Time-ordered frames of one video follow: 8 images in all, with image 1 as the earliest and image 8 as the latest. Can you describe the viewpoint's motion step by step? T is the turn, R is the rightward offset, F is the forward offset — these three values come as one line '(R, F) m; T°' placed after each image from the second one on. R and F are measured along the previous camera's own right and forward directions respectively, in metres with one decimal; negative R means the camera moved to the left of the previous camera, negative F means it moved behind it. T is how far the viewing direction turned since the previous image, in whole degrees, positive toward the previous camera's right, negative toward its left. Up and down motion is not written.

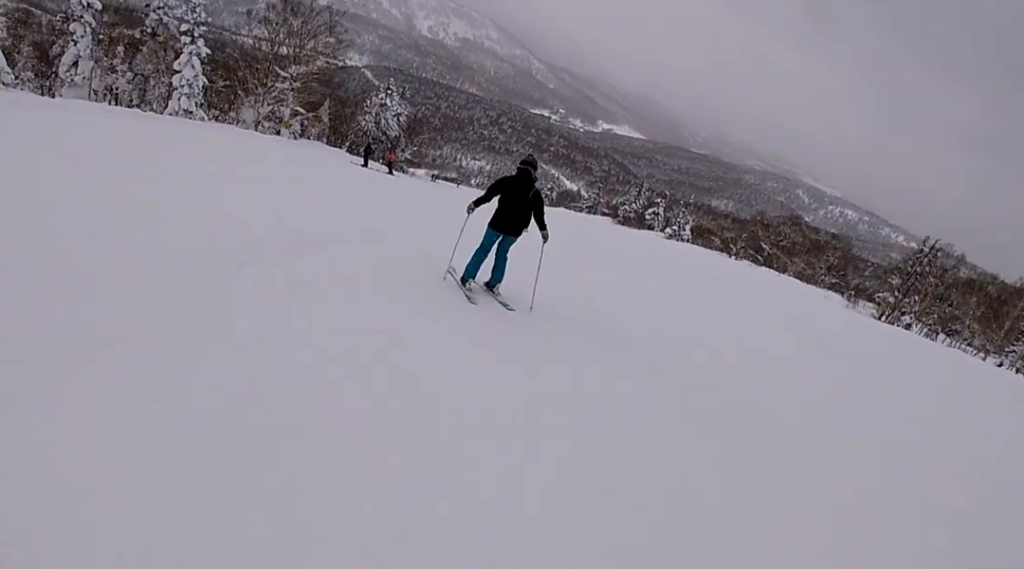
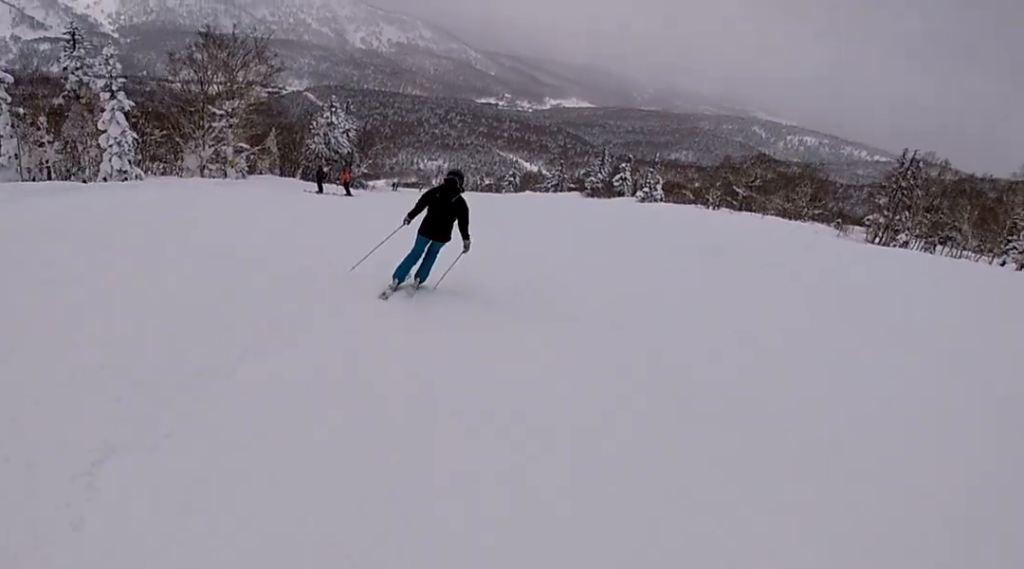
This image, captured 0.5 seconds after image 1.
(-0.2, +2.7) m; -5°
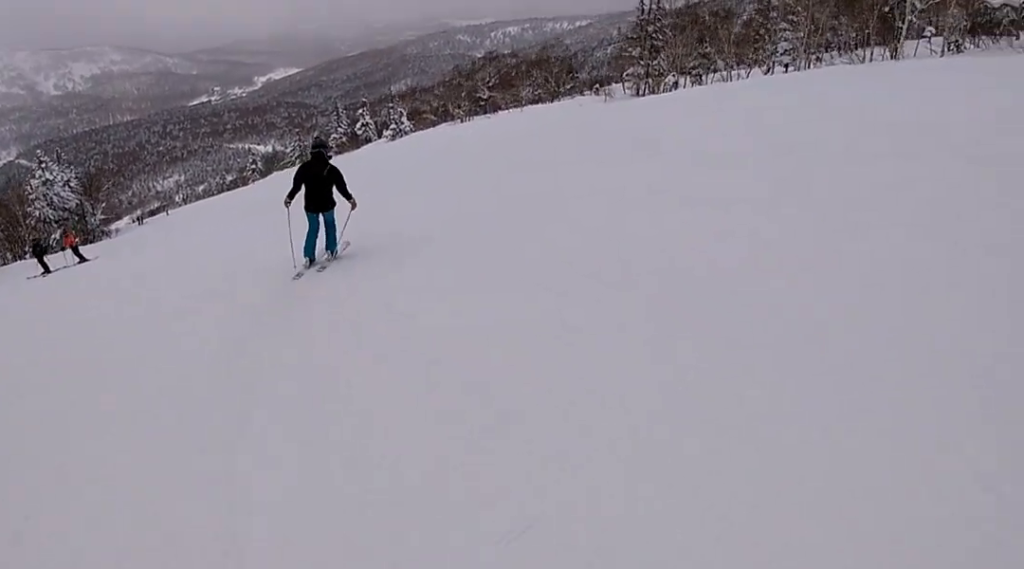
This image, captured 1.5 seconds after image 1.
(+0.1, +6.7) m; +10°
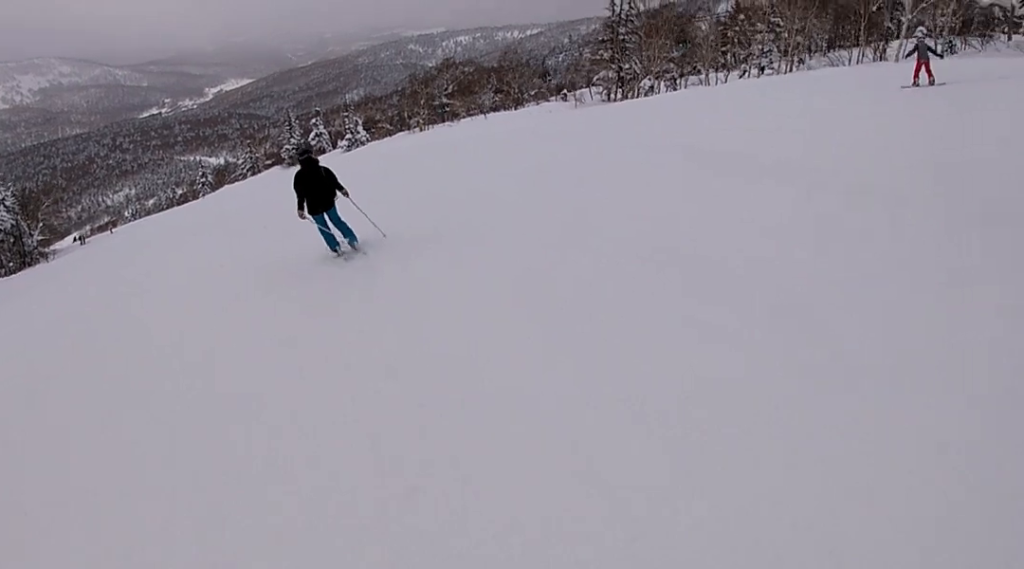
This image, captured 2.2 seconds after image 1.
(+1.0, +4.8) m; -1°
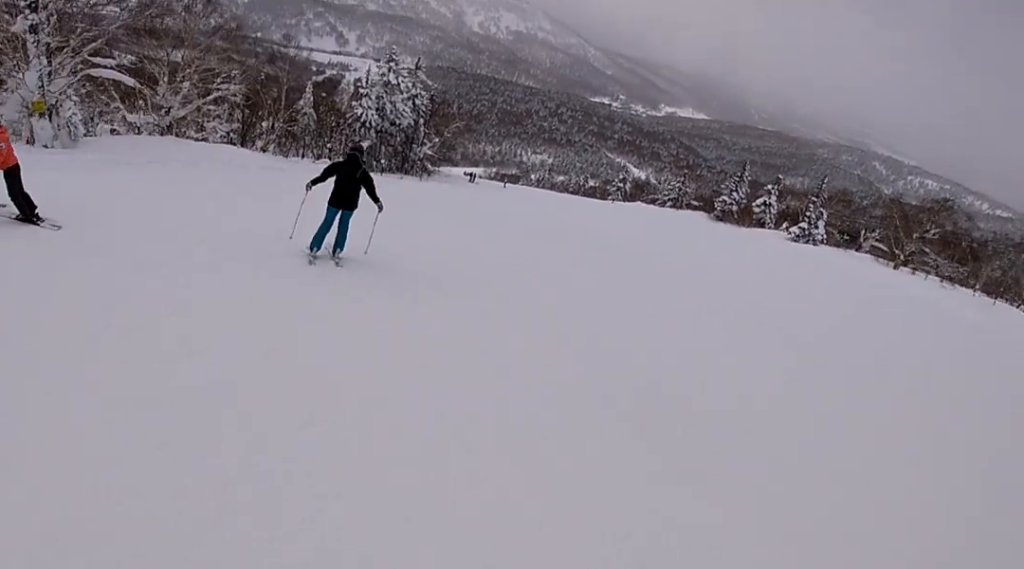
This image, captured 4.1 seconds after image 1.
(-2.7, +15.1) m; -12°
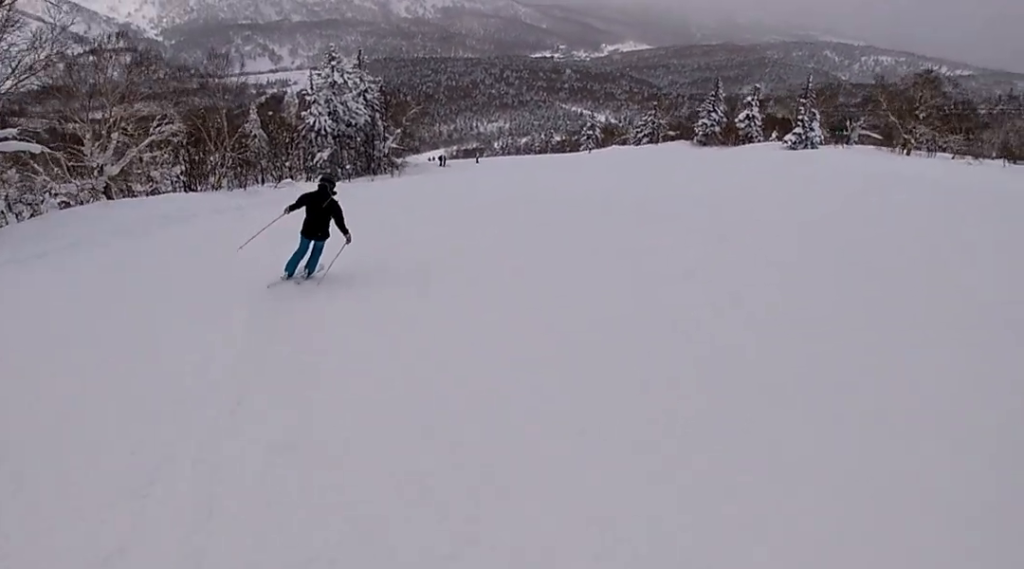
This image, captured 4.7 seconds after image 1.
(0.0, +5.1) m; 0°
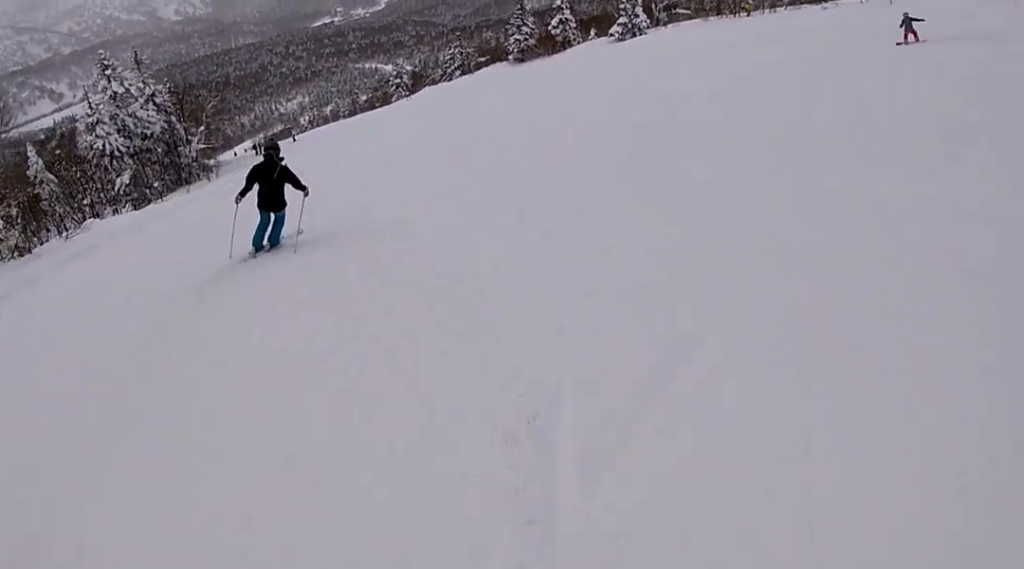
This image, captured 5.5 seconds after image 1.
(0.0, +7.1) m; +2°
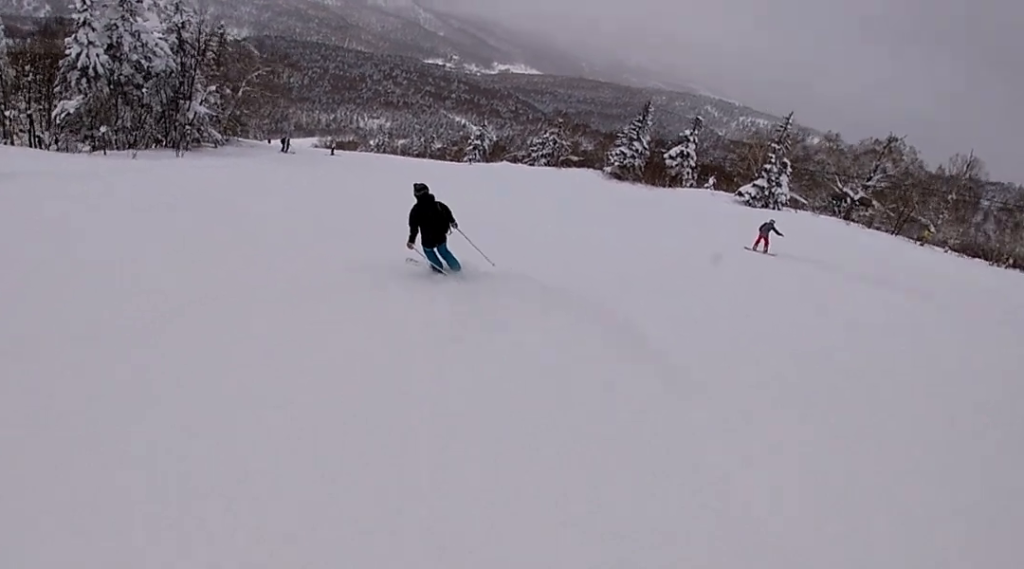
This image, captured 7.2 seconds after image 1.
(+2.1, +15.2) m; +8°
